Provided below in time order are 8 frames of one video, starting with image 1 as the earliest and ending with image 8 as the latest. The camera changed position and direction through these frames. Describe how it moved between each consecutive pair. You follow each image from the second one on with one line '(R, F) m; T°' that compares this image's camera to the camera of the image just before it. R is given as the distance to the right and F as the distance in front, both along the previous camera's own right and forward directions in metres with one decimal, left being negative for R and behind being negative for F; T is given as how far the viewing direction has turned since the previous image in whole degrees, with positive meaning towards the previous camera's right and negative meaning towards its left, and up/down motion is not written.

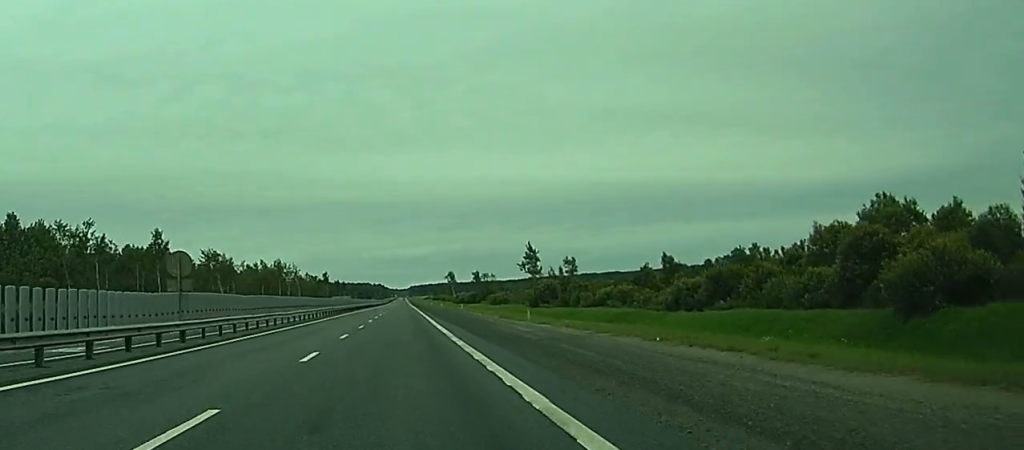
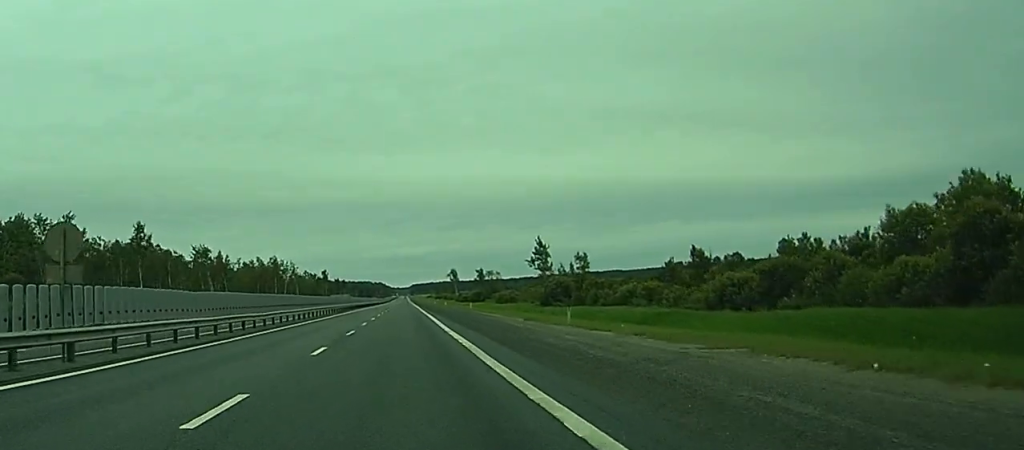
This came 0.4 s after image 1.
(0.0, +10.2) m; 0°
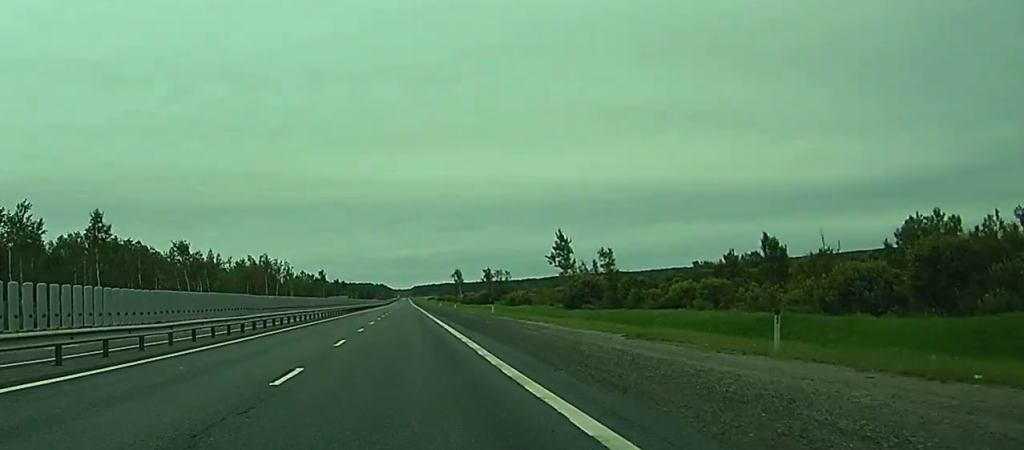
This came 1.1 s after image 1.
(0.0, +18.8) m; 0°
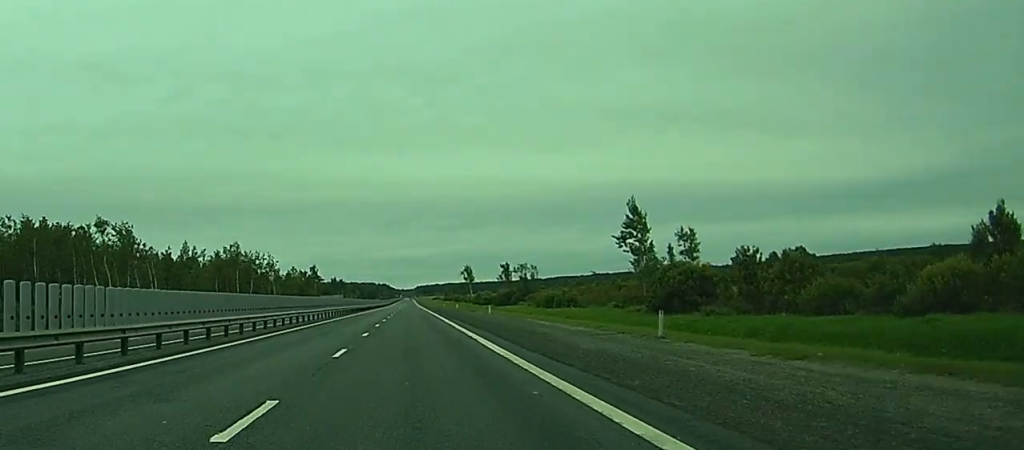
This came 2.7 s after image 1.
(+0.2, +41.2) m; 0°
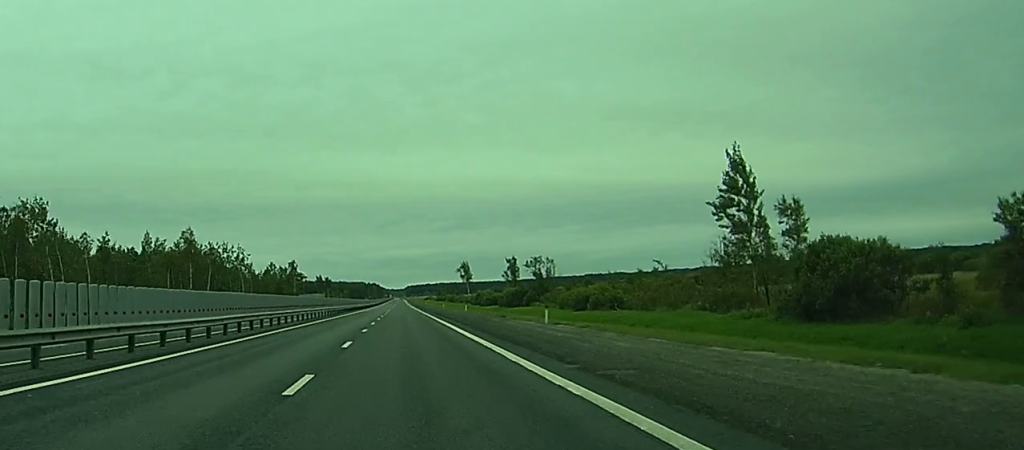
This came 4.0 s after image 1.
(+0.1, +32.0) m; 0°
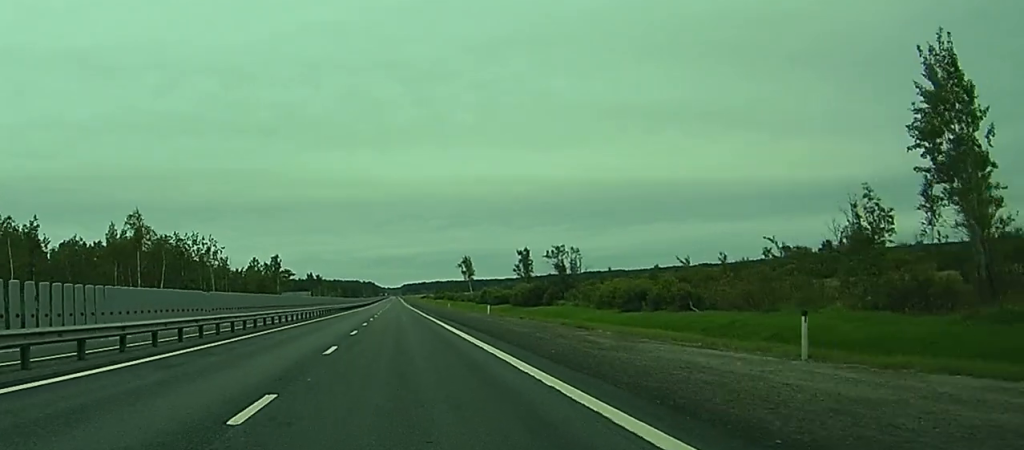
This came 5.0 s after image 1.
(0.0, +27.0) m; 0°
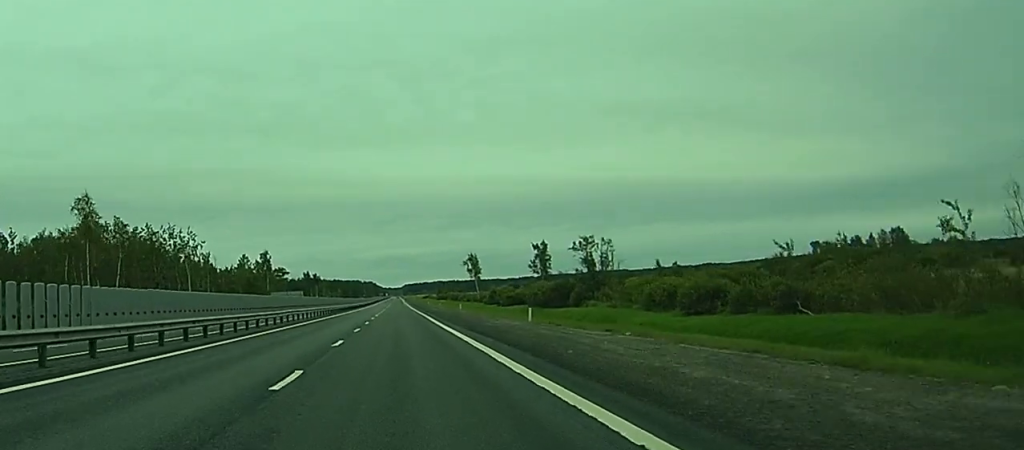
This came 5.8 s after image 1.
(0.0, +20.0) m; 0°
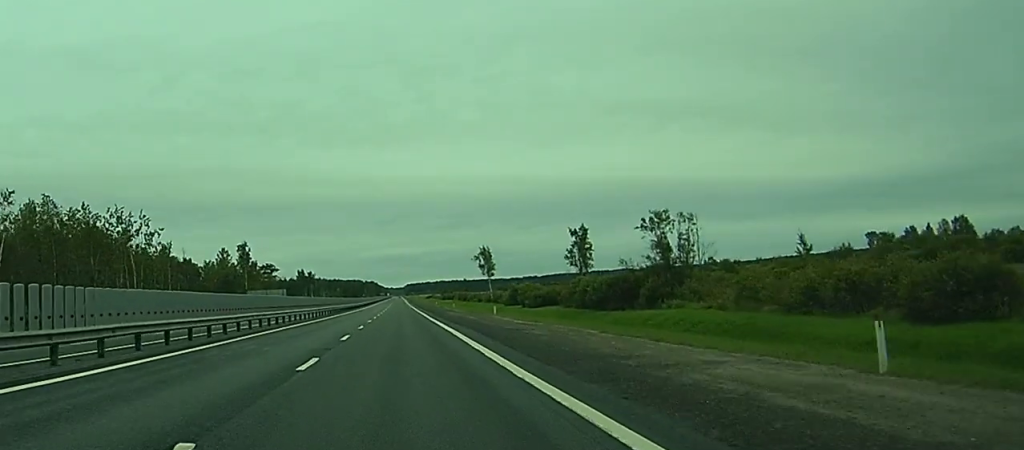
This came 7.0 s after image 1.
(0.0, +32.2) m; 0°
